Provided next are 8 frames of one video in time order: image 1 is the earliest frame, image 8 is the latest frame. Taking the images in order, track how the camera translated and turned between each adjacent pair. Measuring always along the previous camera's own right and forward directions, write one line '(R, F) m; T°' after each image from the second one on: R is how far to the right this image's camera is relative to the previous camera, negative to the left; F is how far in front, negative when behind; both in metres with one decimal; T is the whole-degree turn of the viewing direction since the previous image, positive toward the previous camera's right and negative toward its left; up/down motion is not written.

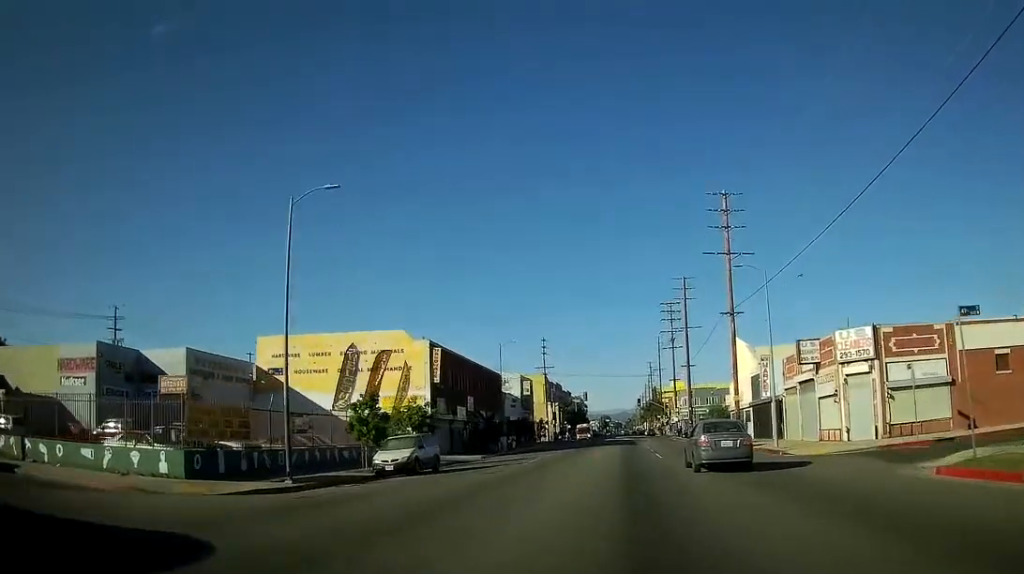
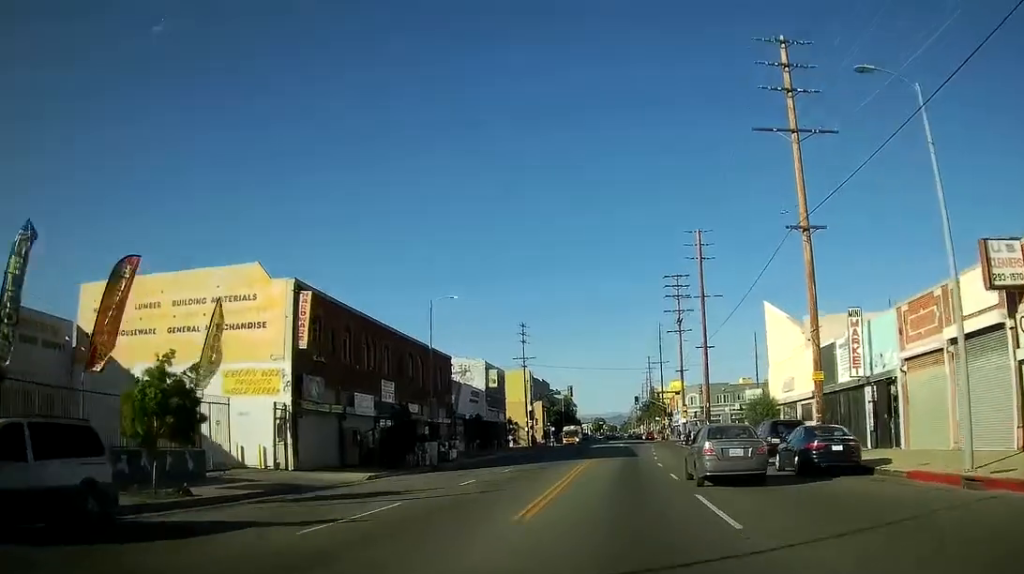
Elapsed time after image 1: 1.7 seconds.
(0.0, +23.1) m; 0°
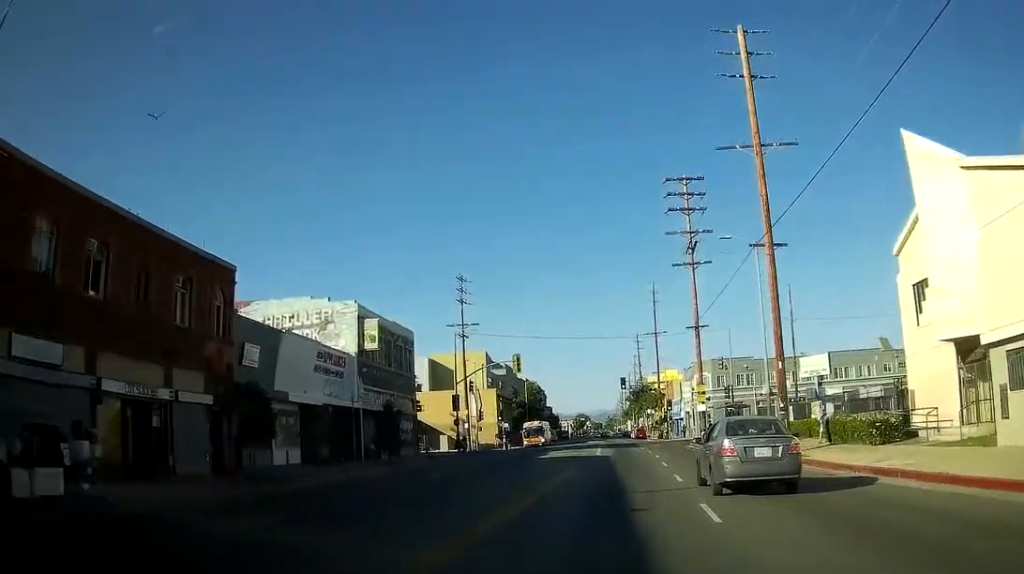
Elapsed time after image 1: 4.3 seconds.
(0.0, +34.8) m; +2°
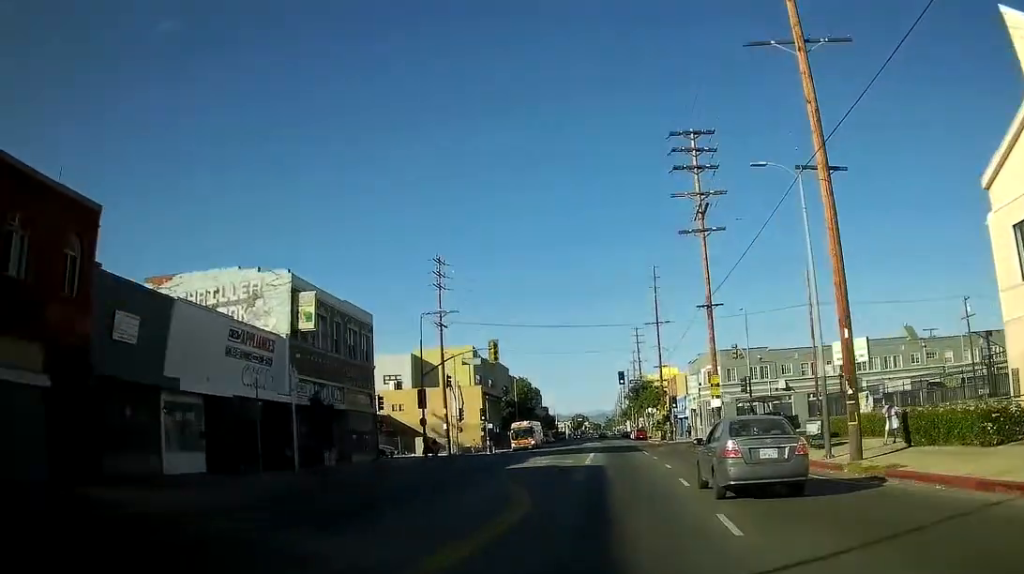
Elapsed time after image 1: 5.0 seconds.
(+0.3, +9.7) m; +1°
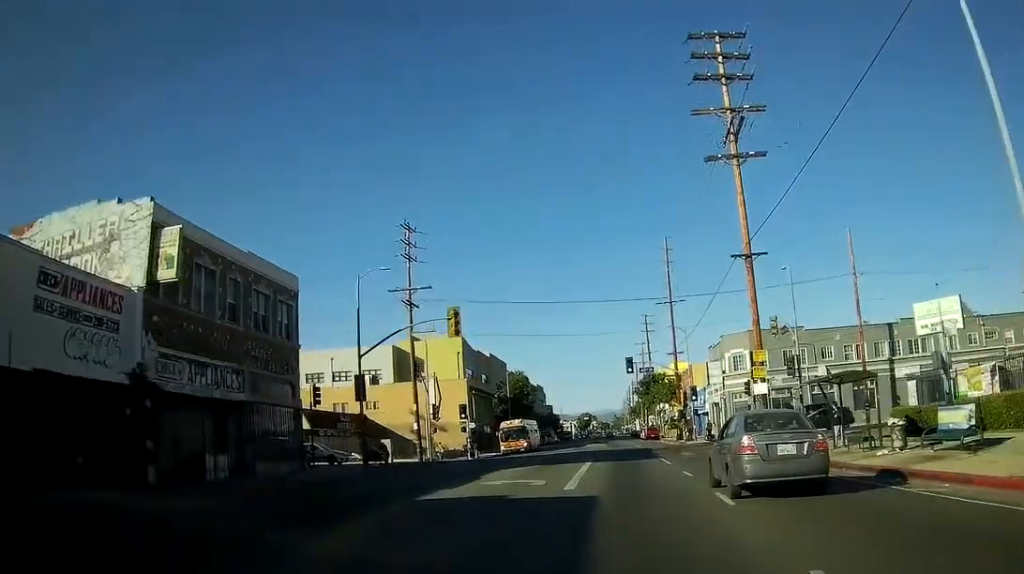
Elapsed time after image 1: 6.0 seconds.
(+0.1, +13.1) m; -2°
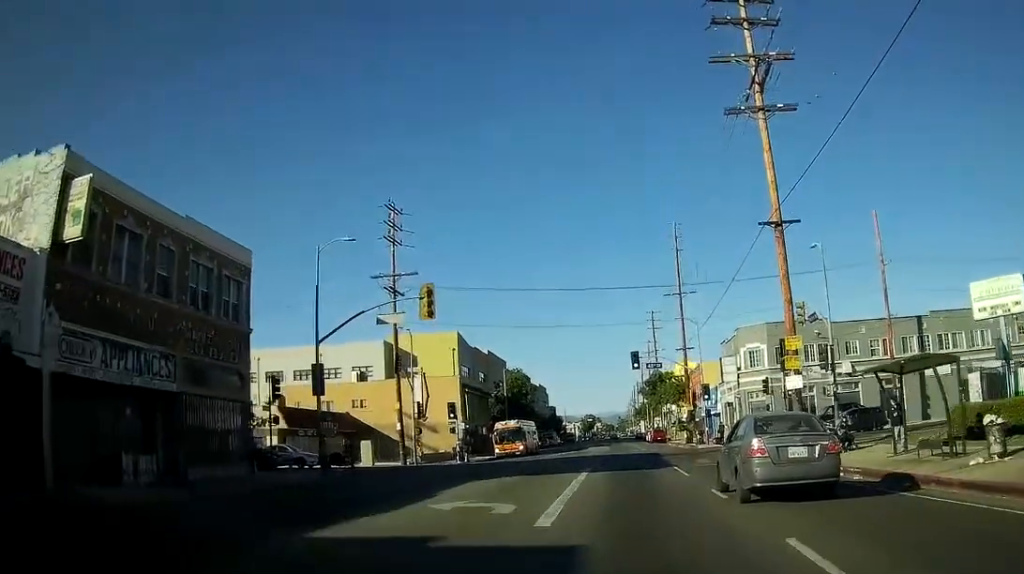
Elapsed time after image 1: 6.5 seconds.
(-0.2, +5.6) m; -1°
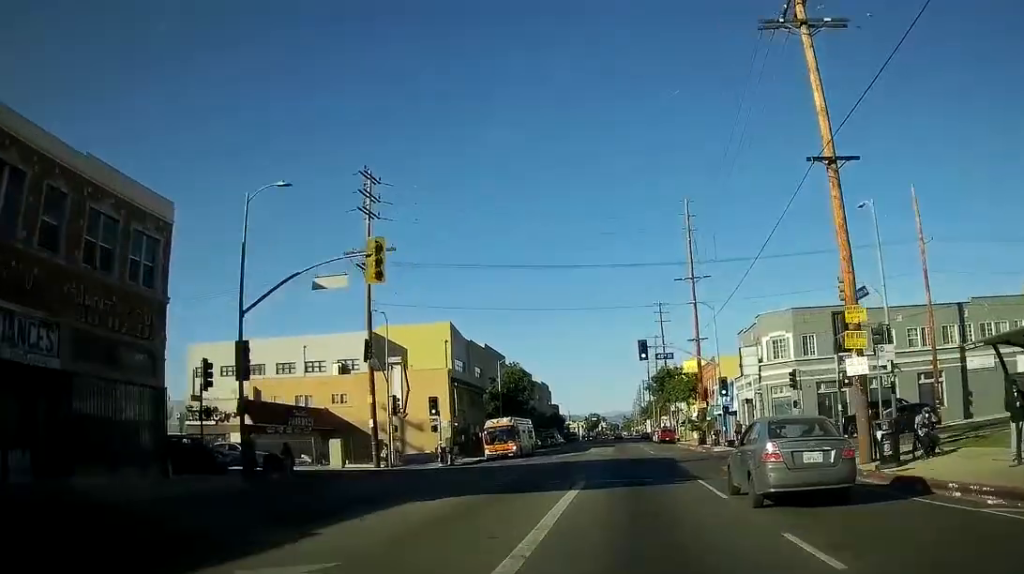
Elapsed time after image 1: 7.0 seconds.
(0.0, +7.3) m; 0°
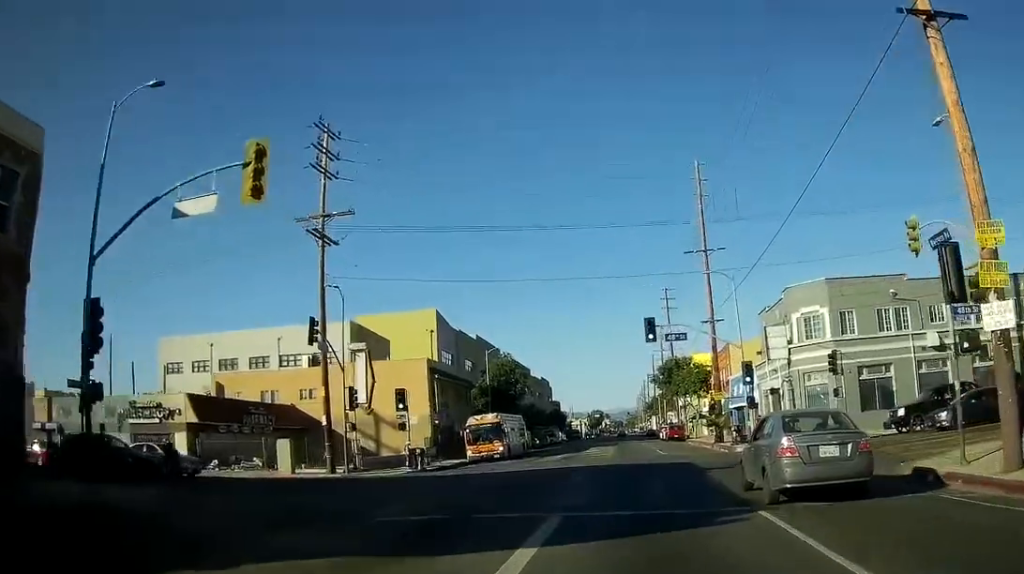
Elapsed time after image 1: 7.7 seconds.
(0.0, +8.1) m; 0°
